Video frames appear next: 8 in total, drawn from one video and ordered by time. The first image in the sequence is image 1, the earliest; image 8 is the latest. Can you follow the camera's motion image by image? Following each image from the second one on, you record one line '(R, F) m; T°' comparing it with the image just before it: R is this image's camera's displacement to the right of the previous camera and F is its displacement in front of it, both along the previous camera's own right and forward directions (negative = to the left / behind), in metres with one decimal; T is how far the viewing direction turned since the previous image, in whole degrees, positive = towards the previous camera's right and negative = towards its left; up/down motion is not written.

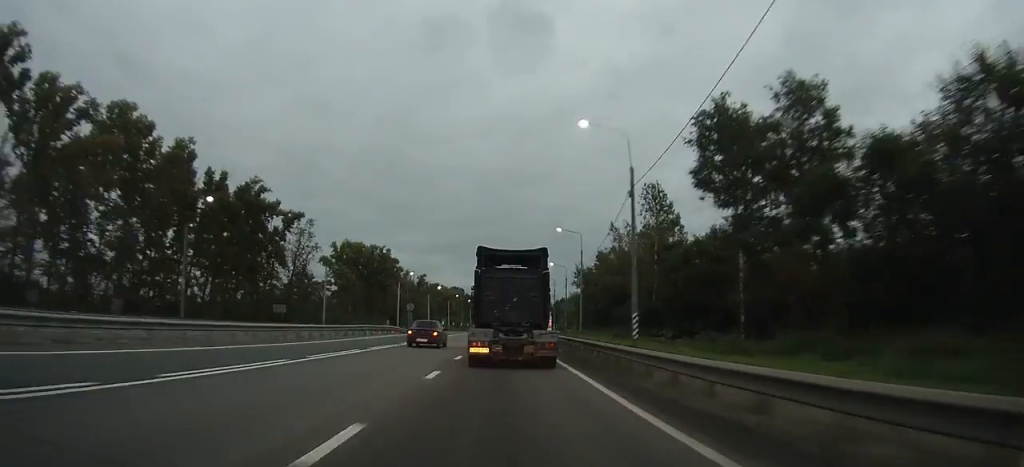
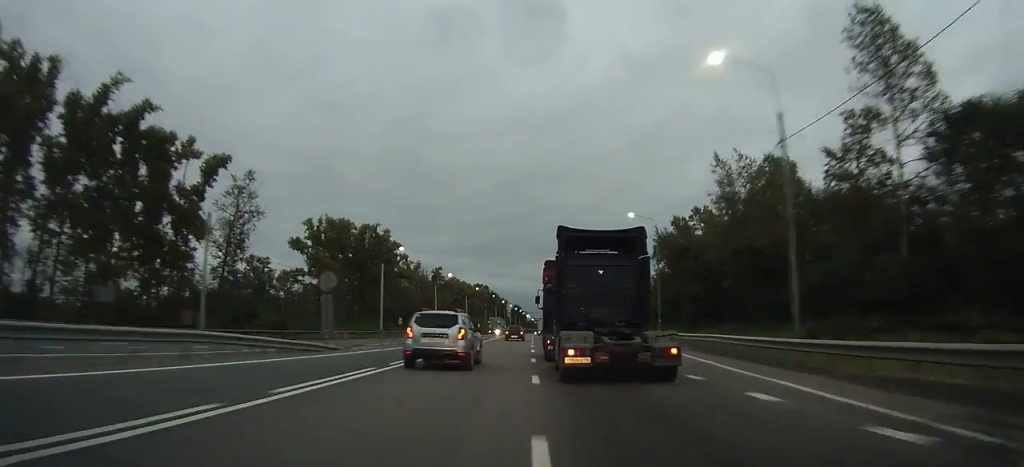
(-0.4, +40.0) m; -1°
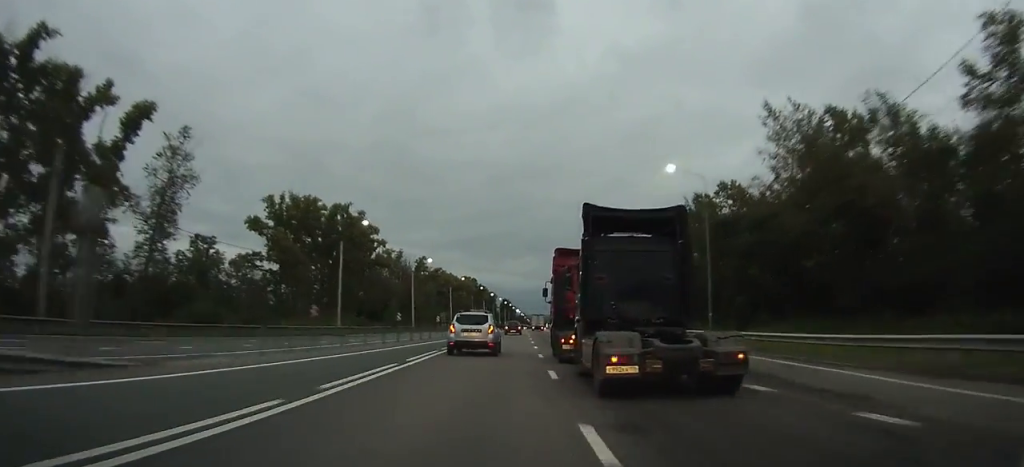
(-0.2, +14.6) m; 0°
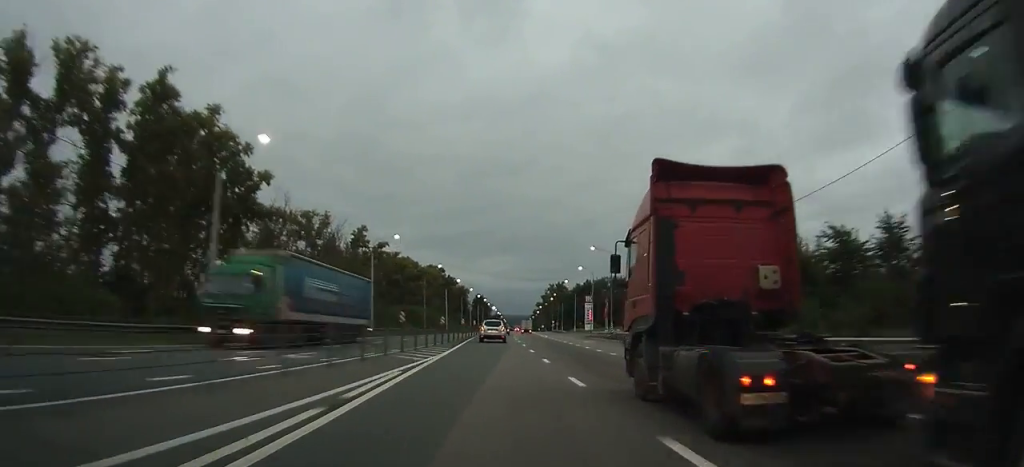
(+0.2, +54.2) m; +1°
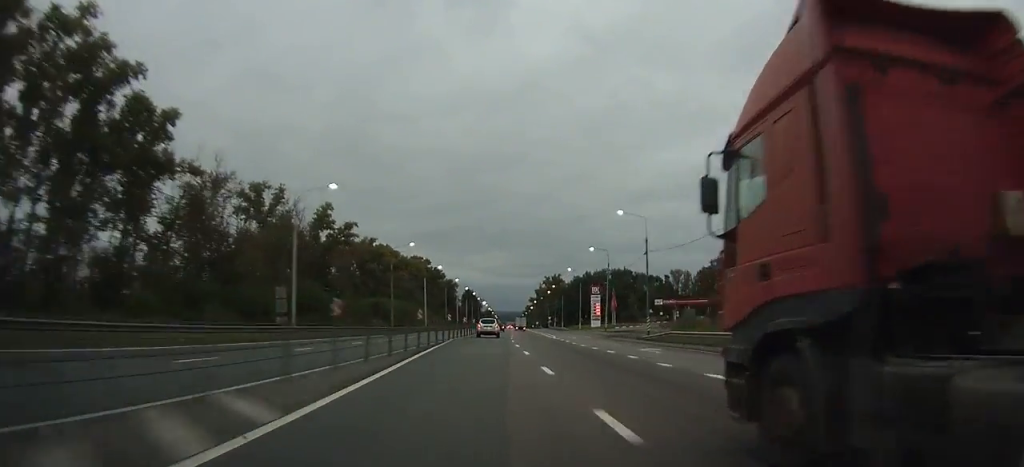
(+0.2, +21.5) m; +1°
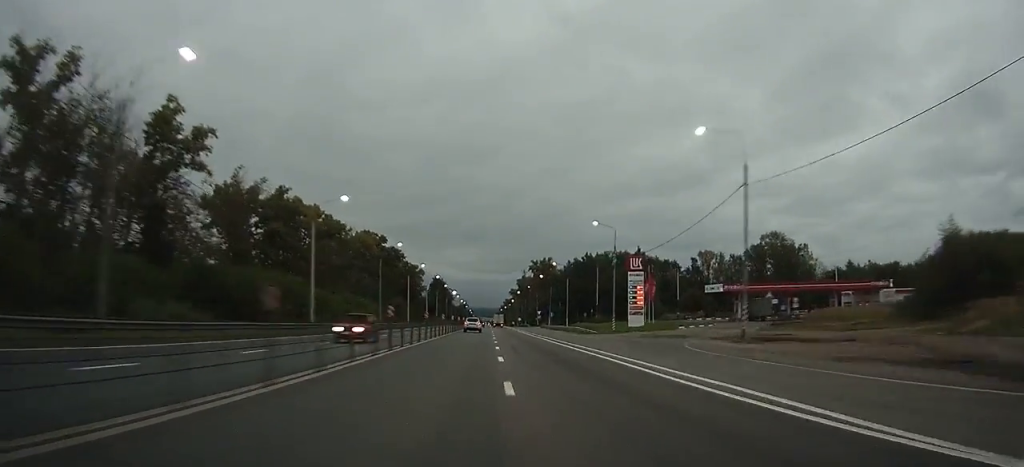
(+0.7, +49.8) m; +2°
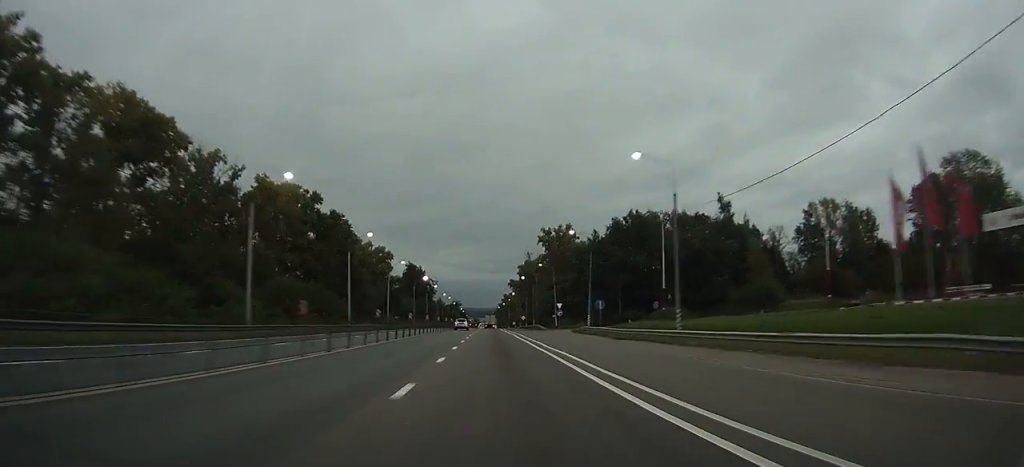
(+1.1, +63.3) m; +2°
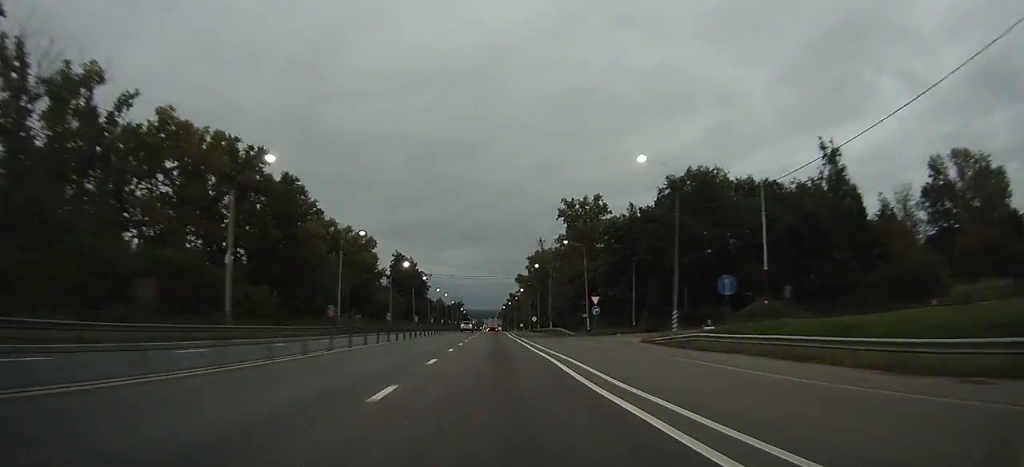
(+0.1, +32.1) m; 0°
